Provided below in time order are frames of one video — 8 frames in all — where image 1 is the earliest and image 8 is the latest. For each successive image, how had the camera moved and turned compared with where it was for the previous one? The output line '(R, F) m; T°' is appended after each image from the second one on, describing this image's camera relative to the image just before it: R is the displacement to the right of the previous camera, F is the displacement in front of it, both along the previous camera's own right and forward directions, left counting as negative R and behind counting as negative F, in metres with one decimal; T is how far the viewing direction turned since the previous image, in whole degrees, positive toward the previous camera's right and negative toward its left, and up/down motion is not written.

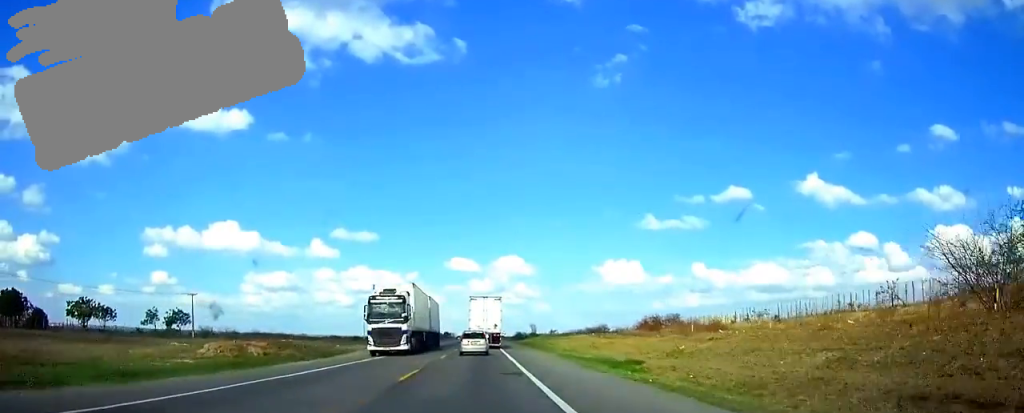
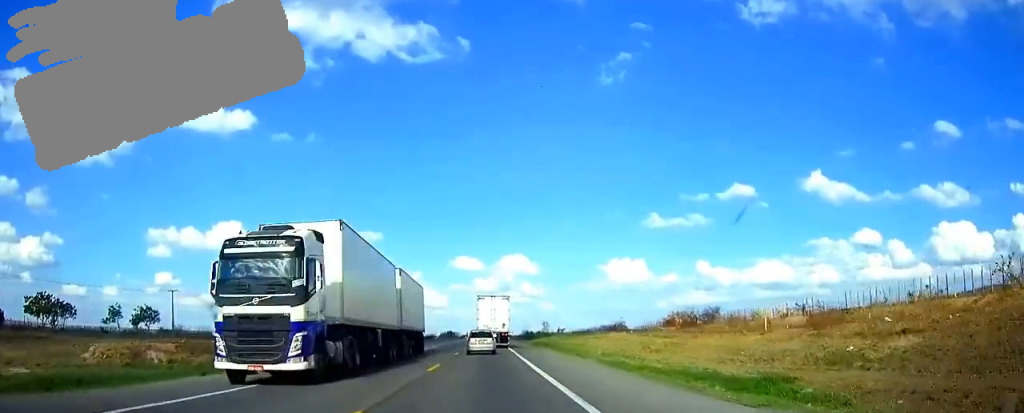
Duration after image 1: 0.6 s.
(-0.1, +12.4) m; 0°
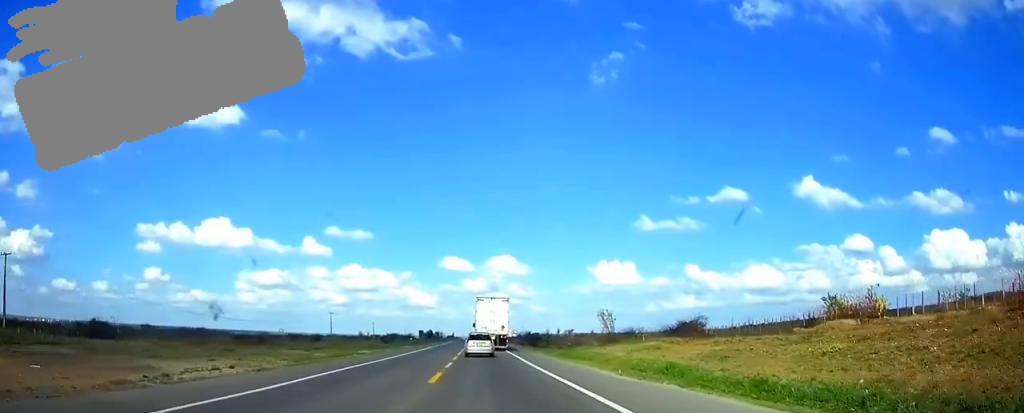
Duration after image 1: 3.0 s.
(+0.2, +52.3) m; 0°
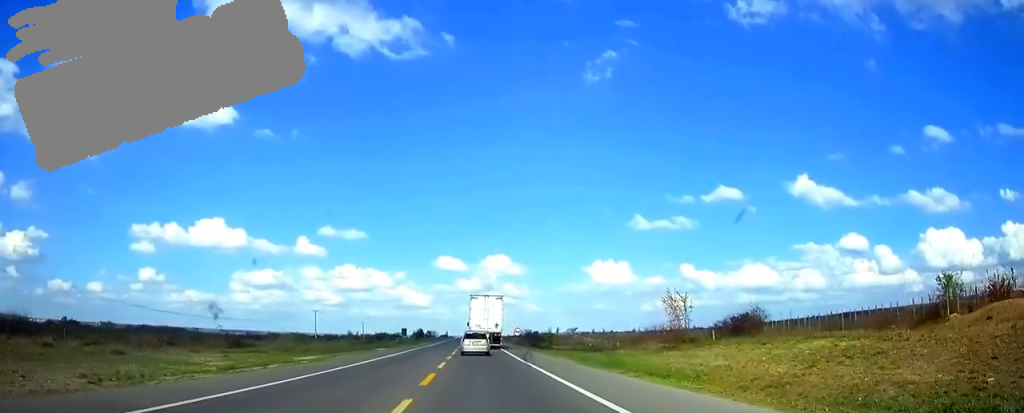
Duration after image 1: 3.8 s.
(0.0, +18.2) m; 0°
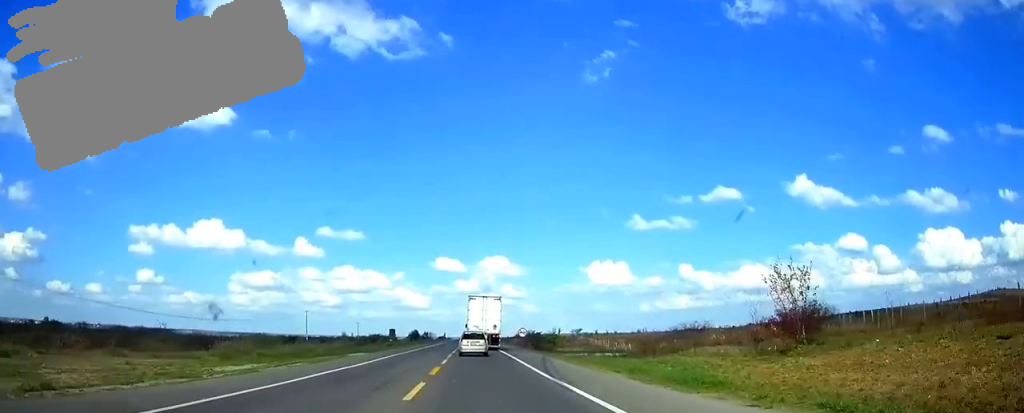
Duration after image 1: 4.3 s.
(+0.1, +11.7) m; 0°
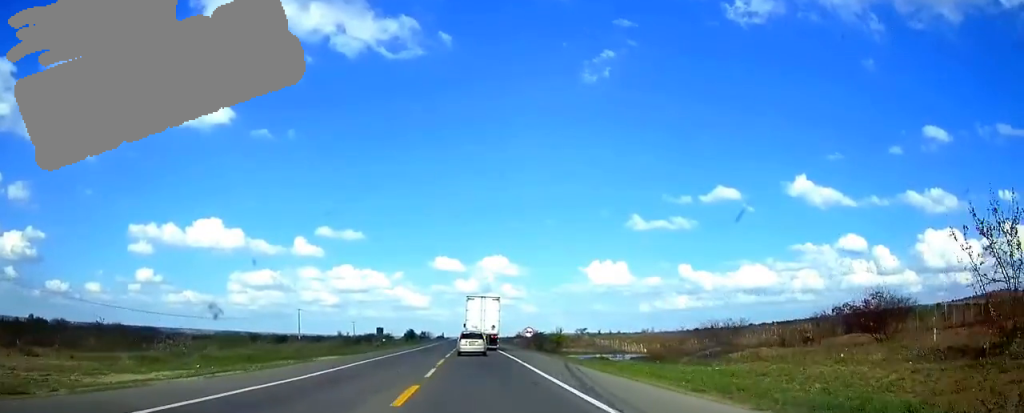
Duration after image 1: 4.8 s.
(0.0, +9.5) m; 0°
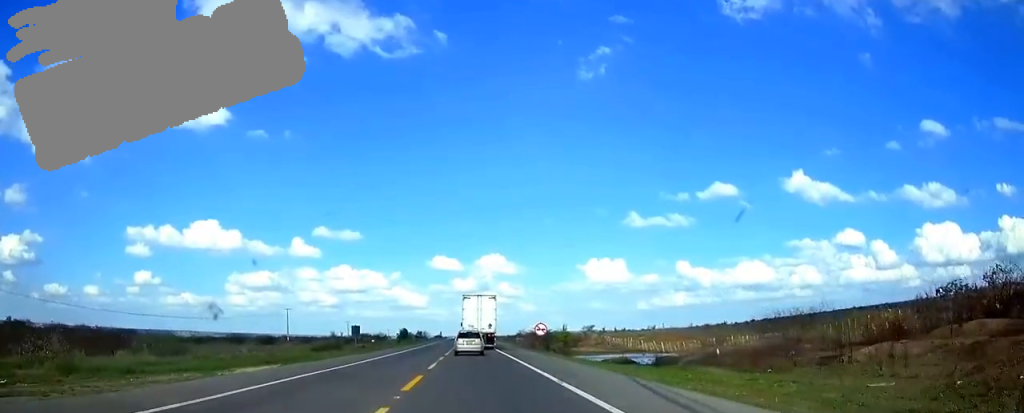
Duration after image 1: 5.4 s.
(0.0, +13.2) m; 0°
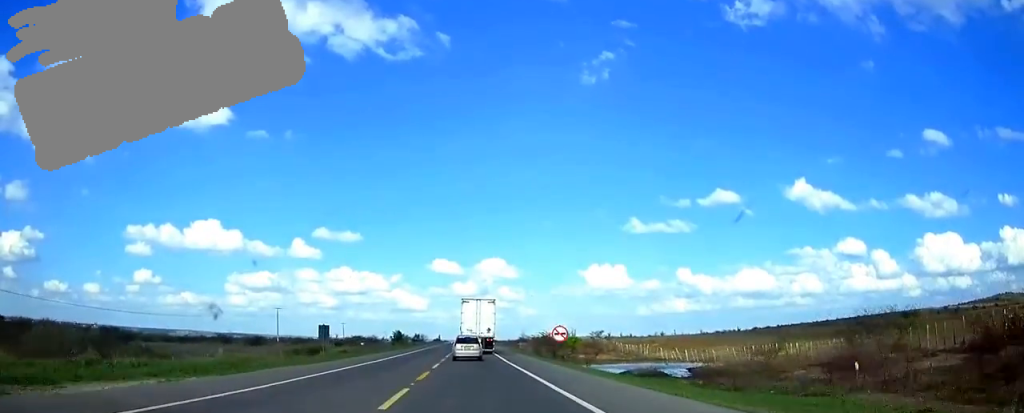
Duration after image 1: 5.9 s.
(0.0, +11.7) m; 0°
